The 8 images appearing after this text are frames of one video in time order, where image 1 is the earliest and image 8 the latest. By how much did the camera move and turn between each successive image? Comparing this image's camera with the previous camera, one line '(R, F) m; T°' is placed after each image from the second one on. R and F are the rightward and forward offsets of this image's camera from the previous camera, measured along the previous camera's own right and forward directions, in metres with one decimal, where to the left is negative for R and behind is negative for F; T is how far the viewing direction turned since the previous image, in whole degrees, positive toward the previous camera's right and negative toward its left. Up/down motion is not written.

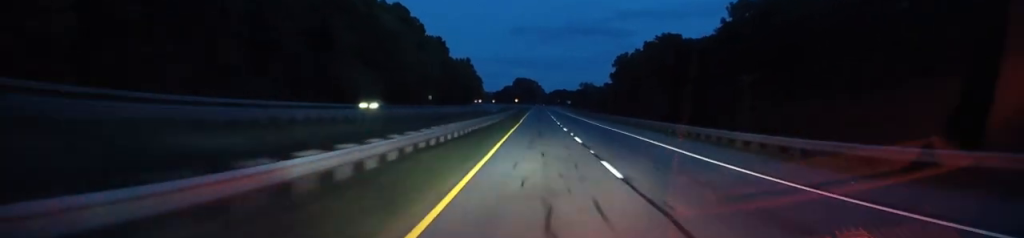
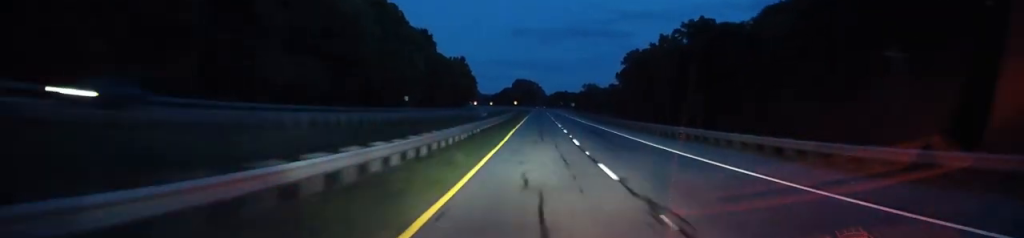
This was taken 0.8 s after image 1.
(-0.3, +24.3) m; 0°
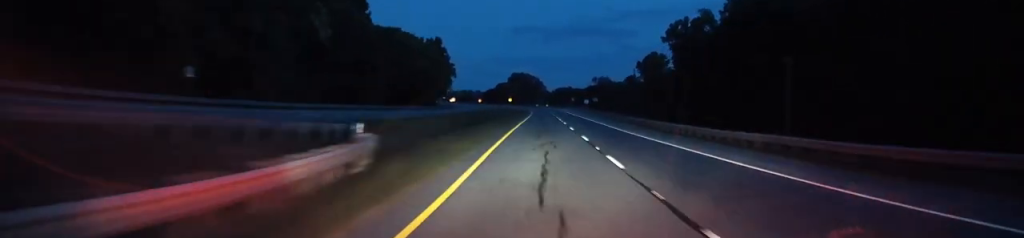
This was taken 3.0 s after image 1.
(+0.4, +71.5) m; +1°
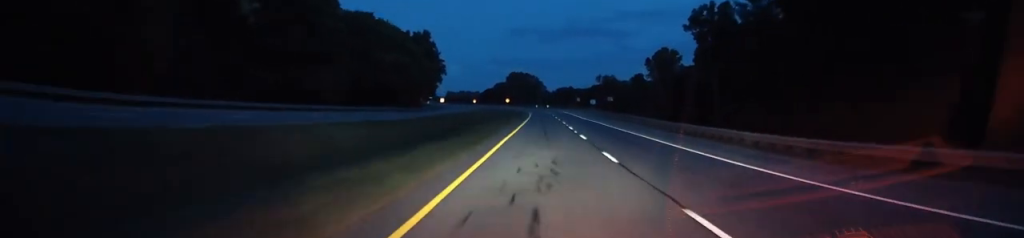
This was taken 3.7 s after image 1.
(+0.3, +23.2) m; 0°
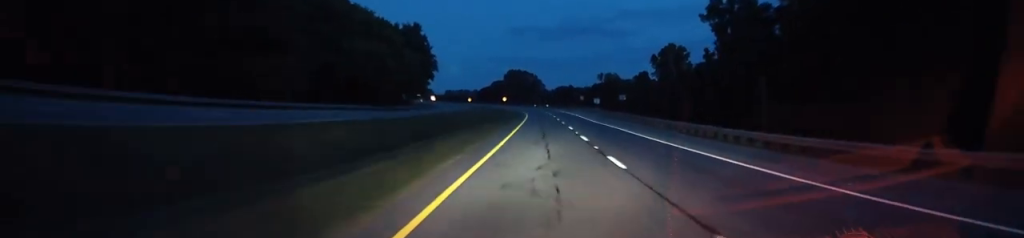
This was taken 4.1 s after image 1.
(-0.1, +13.5) m; 0°
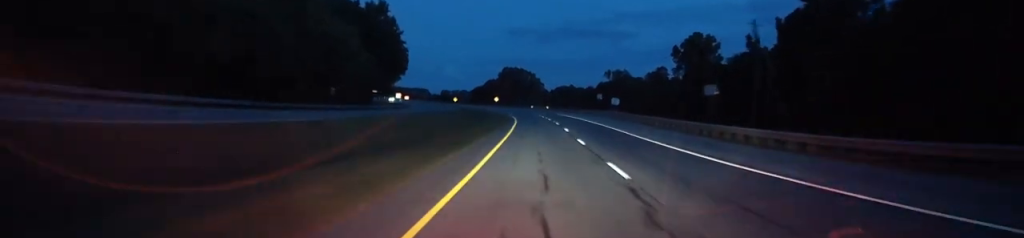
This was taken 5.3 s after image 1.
(-0.3, +38.5) m; 0°
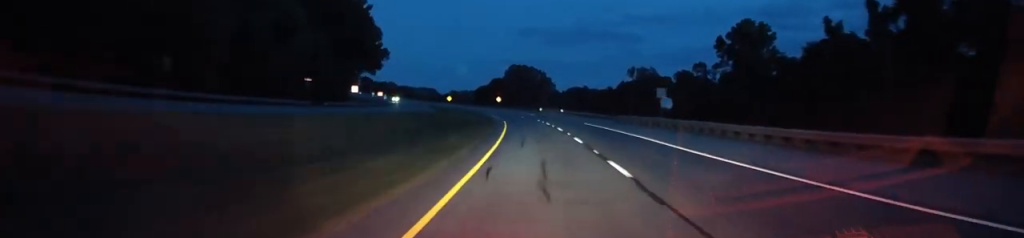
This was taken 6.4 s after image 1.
(+0.2, +35.9) m; 0°
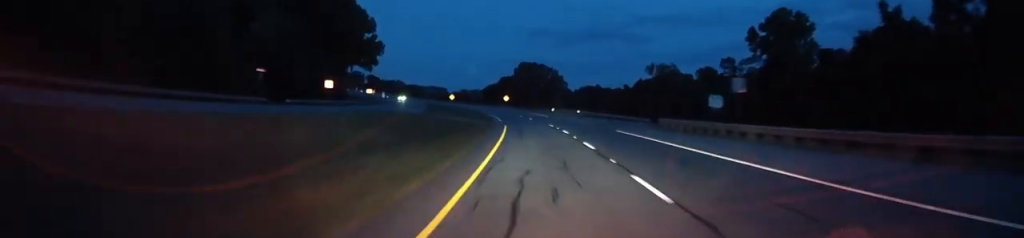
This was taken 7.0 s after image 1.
(0.0, +16.6) m; -1°
